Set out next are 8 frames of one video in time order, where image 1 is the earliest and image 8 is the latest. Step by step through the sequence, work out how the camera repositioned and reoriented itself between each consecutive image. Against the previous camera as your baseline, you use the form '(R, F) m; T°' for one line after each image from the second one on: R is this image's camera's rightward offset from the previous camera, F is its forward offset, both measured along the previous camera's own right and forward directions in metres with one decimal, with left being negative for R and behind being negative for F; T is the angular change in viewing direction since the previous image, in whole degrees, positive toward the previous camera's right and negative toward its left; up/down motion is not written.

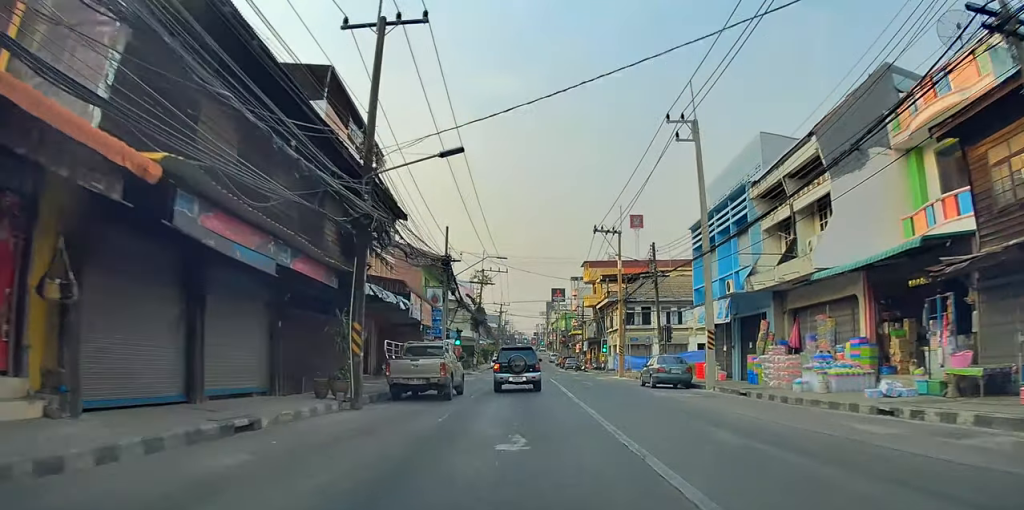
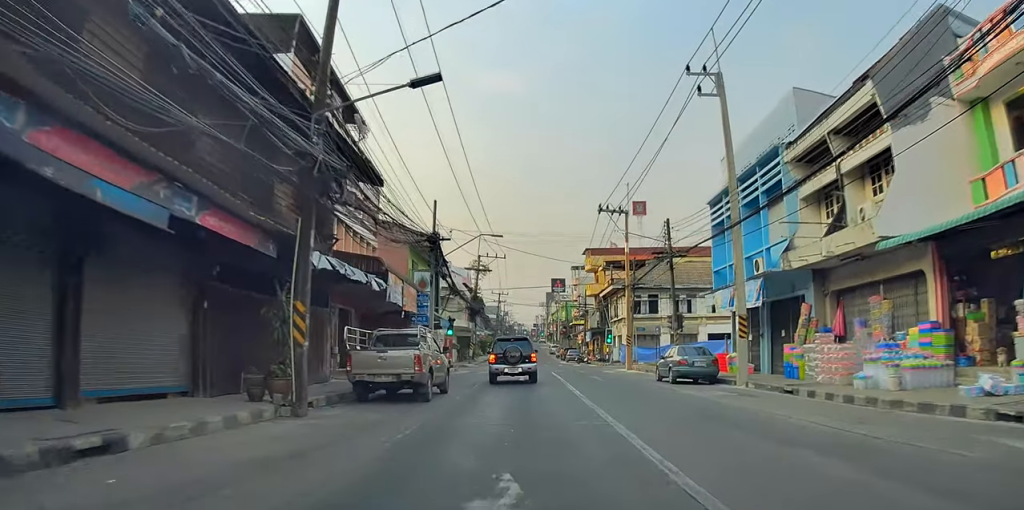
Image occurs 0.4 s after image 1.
(0.0, +4.0) m; 0°
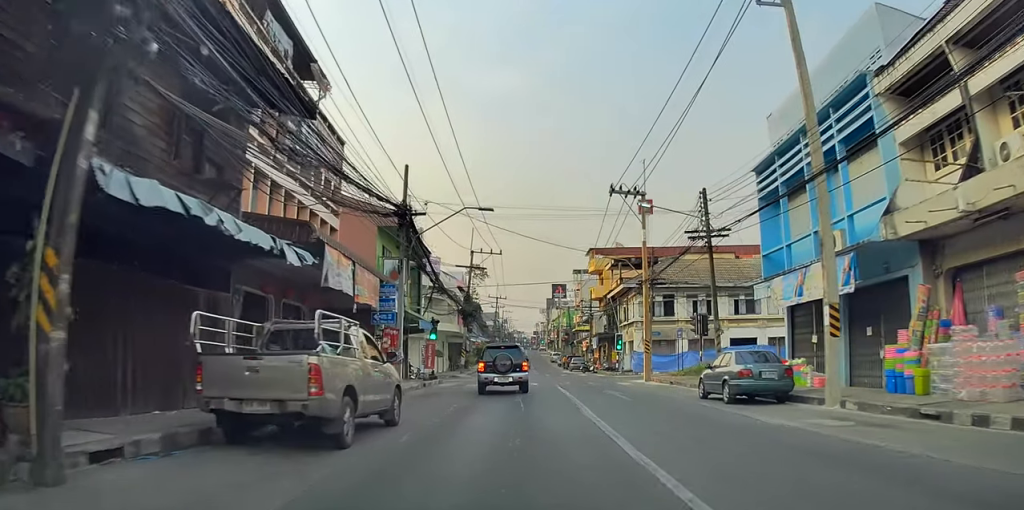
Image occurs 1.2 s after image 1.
(0.0, +7.2) m; 0°
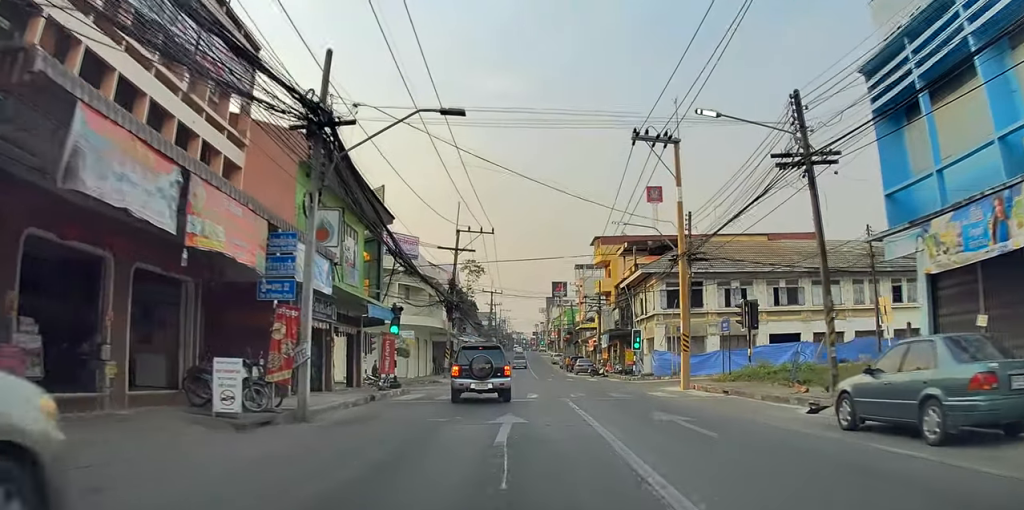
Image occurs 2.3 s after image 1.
(0.0, +9.5) m; 0°
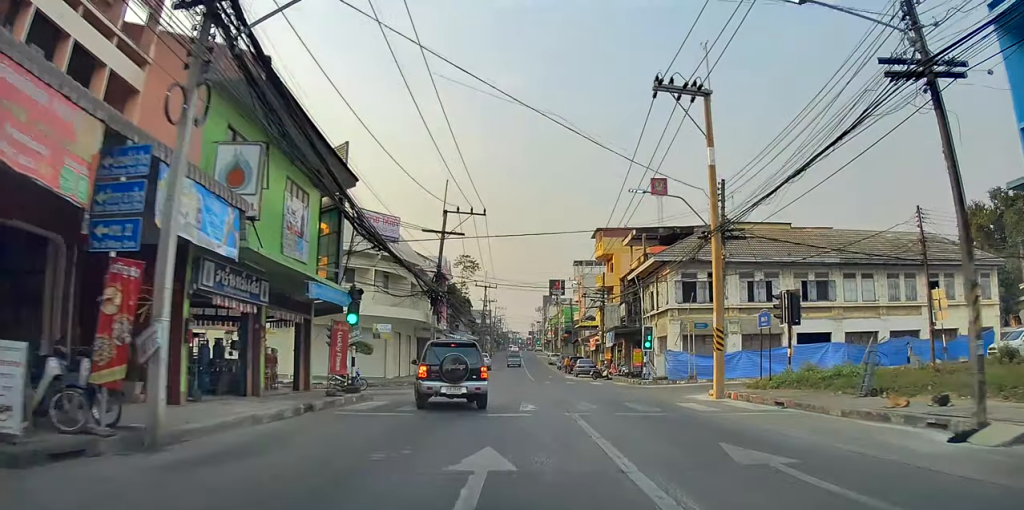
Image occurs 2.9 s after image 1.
(0.0, +5.7) m; 0°
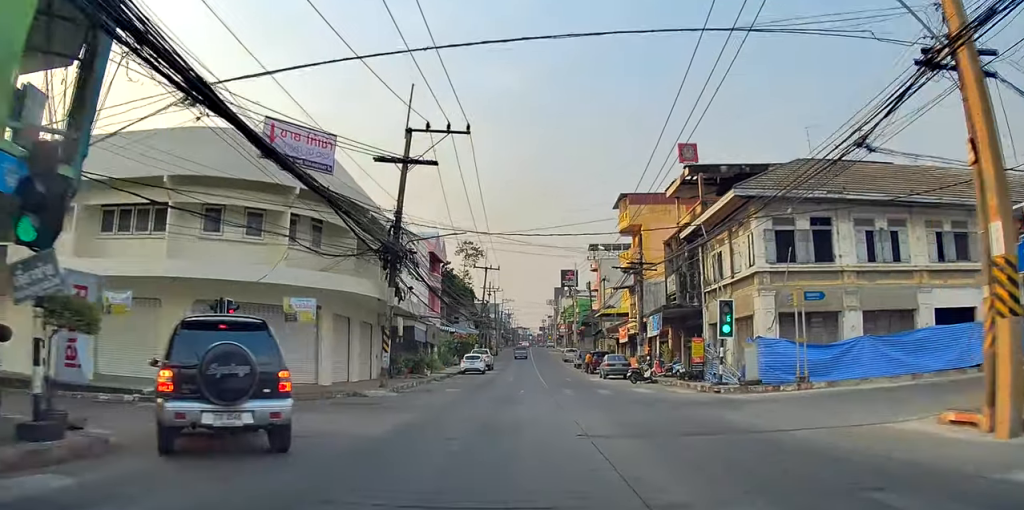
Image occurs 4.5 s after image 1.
(+0.1, +14.2) m; 0°
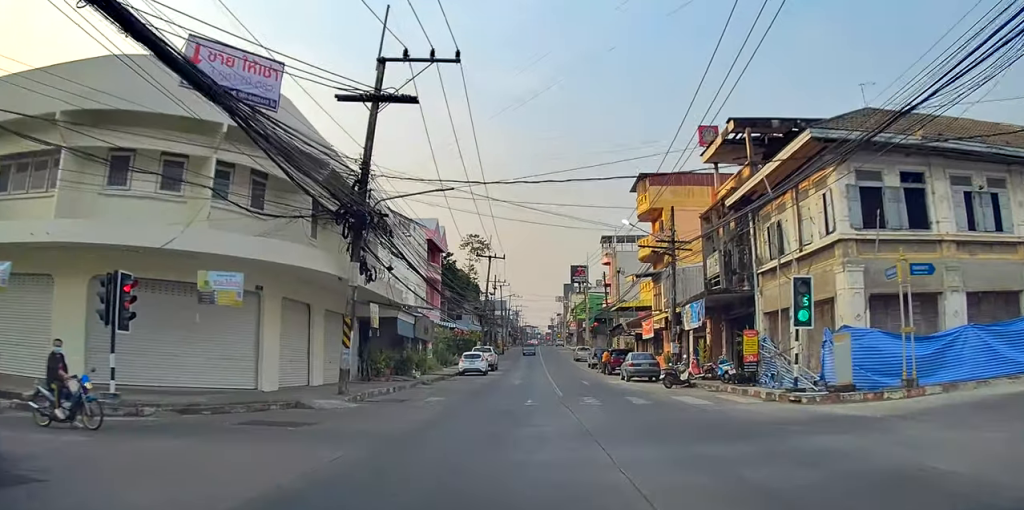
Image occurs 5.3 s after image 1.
(0.0, +6.1) m; 0°
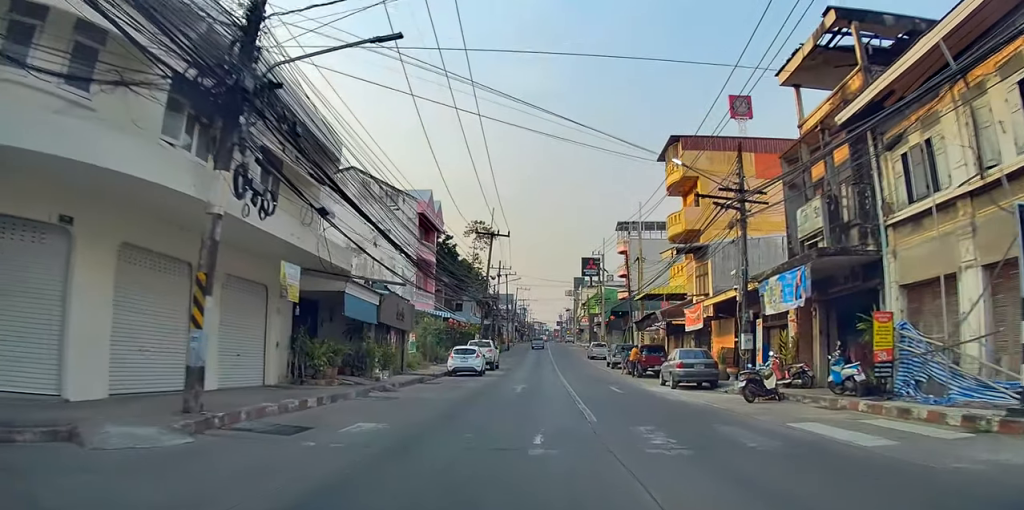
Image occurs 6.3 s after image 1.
(0.0, +8.9) m; -2°
